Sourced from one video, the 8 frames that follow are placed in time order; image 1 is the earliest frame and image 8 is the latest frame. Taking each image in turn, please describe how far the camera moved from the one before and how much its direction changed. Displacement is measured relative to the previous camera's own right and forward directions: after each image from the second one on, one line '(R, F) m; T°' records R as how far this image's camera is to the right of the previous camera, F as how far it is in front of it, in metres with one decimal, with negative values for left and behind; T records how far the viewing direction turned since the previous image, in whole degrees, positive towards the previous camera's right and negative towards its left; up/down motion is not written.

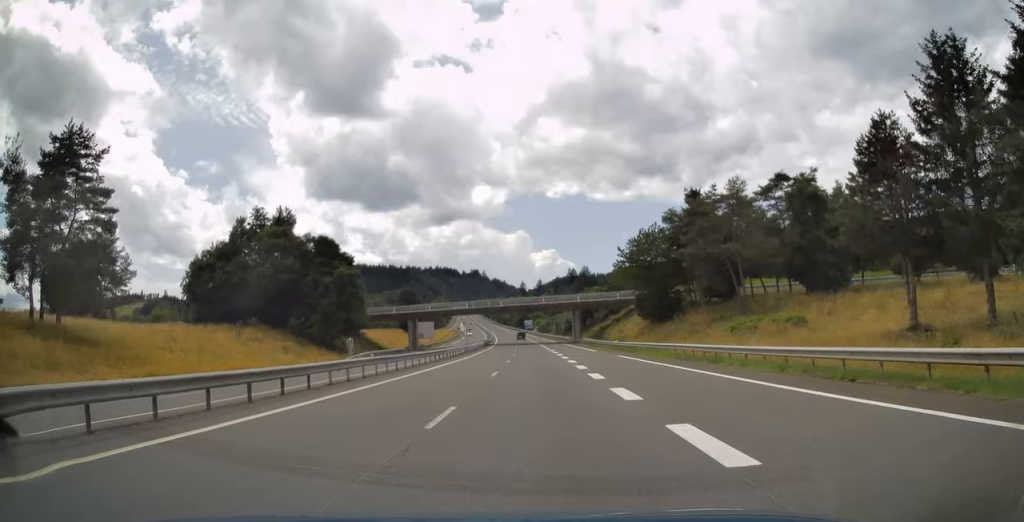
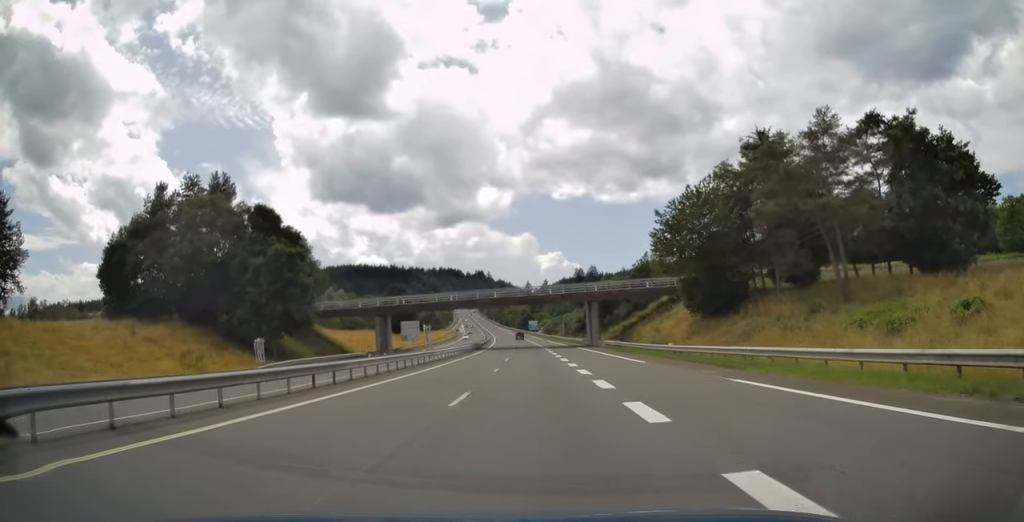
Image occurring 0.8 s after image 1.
(-0.3, +23.1) m; -1°
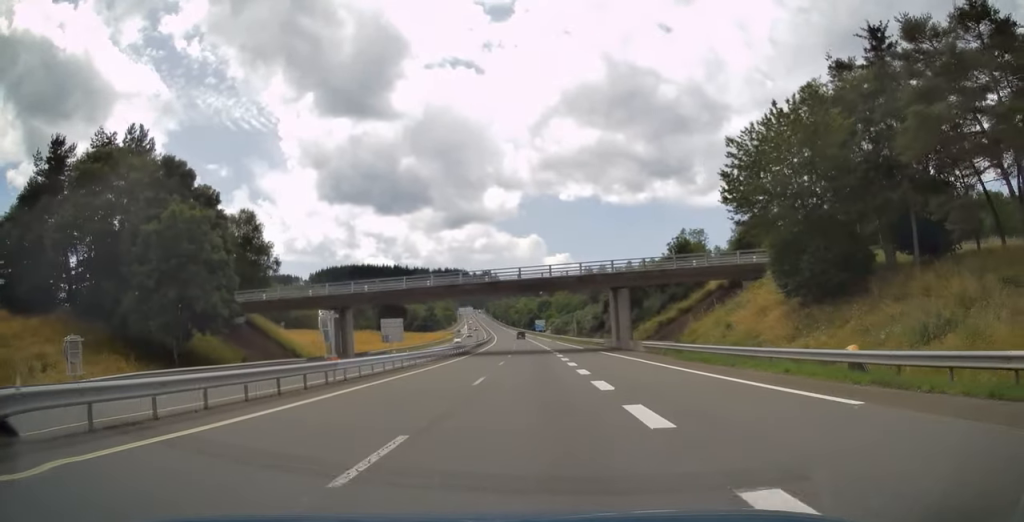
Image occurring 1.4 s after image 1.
(-0.2, +20.5) m; -1°
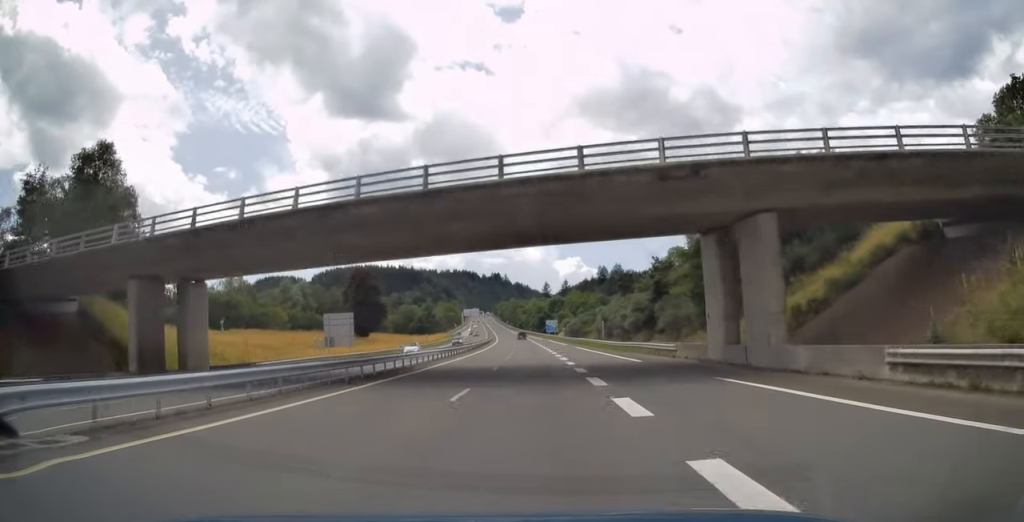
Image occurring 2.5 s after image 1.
(-0.1, +31.8) m; -1°
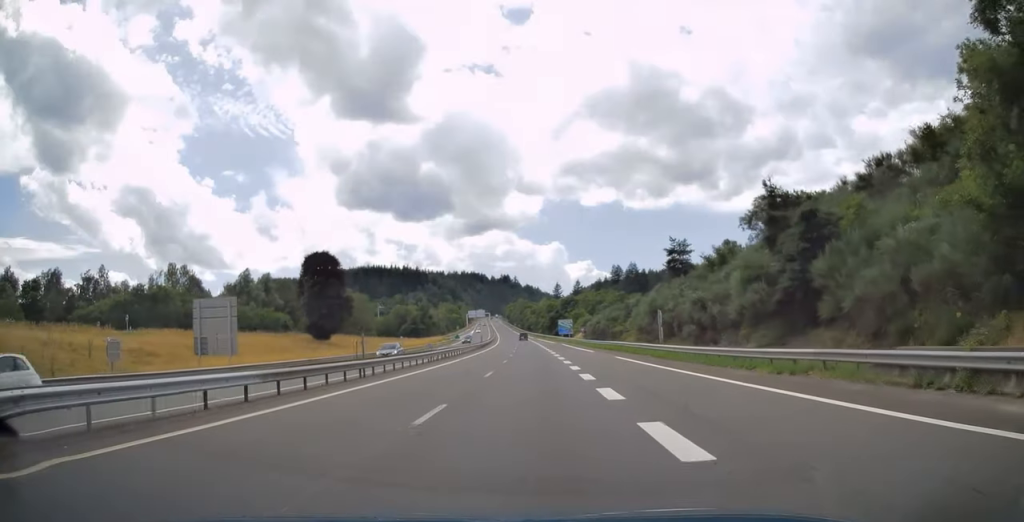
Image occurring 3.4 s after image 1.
(-0.1, +30.2) m; -1°
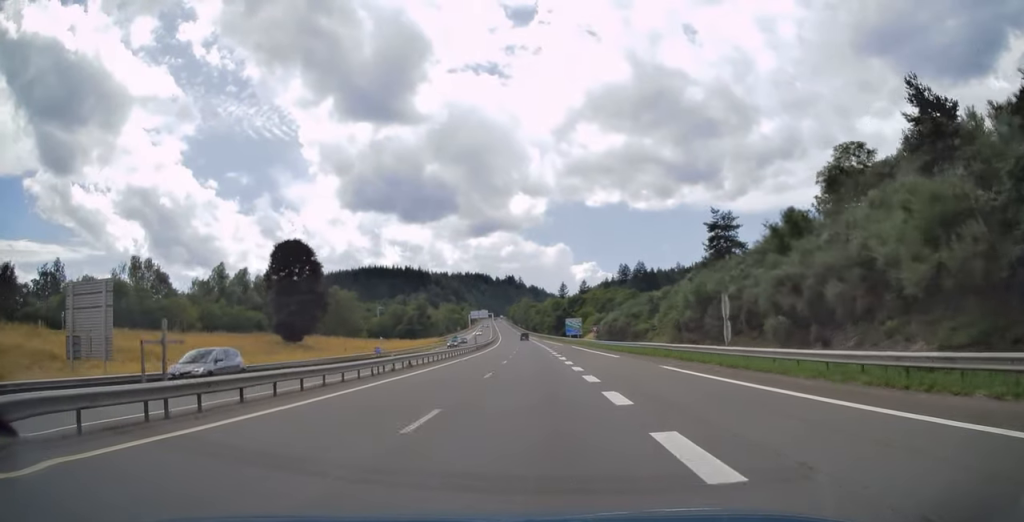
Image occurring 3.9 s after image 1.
(+0.1, +14.3) m; -1°
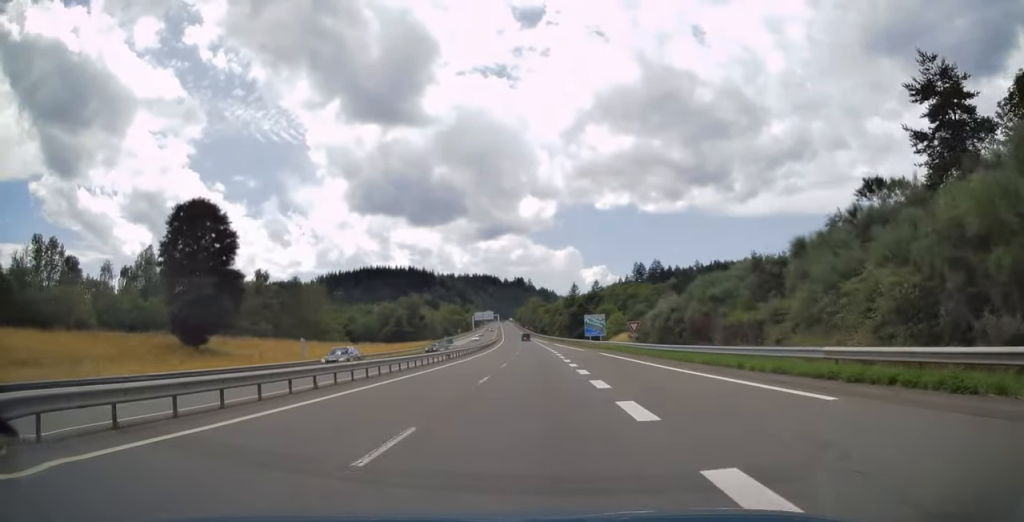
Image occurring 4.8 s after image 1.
(-0.4, +29.0) m; -2°
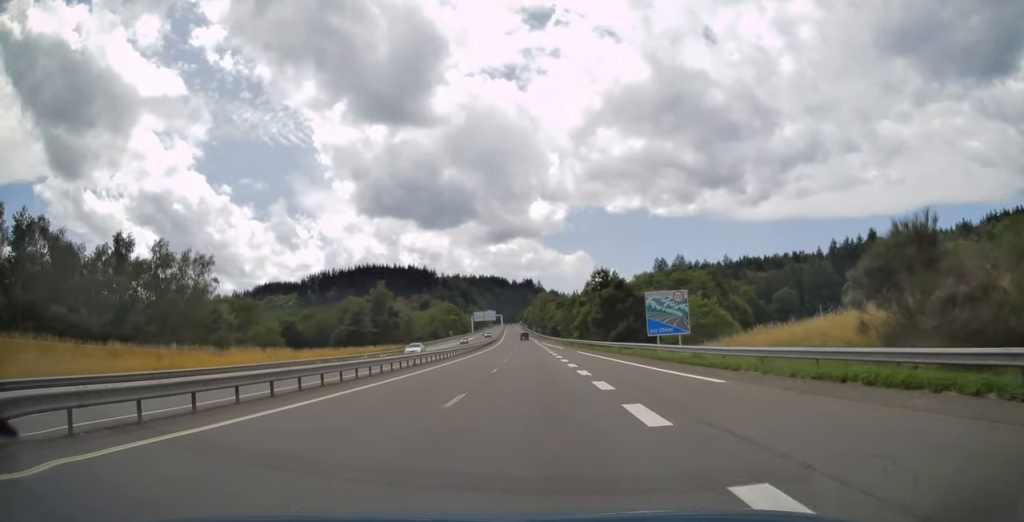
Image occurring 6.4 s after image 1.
(-0.8, +47.4) m; -1°
